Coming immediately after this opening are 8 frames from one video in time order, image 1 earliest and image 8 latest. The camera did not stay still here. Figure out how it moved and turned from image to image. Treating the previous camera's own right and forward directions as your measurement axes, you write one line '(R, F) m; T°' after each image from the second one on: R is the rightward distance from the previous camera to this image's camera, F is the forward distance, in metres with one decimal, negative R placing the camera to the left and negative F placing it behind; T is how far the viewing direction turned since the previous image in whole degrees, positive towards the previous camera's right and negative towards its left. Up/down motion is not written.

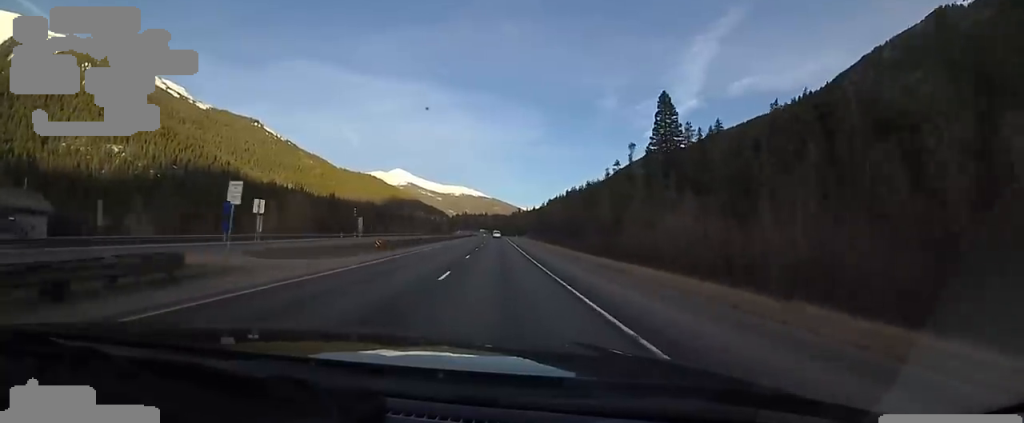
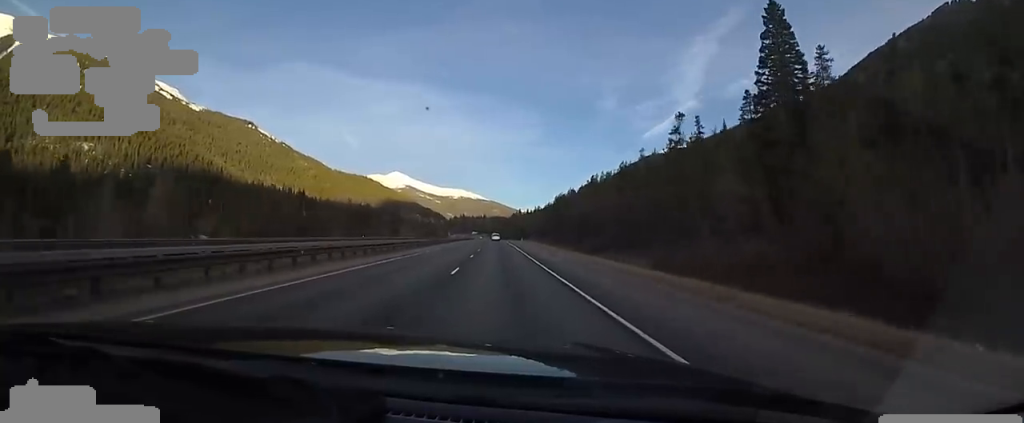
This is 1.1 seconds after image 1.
(-0.8, +34.0) m; 0°
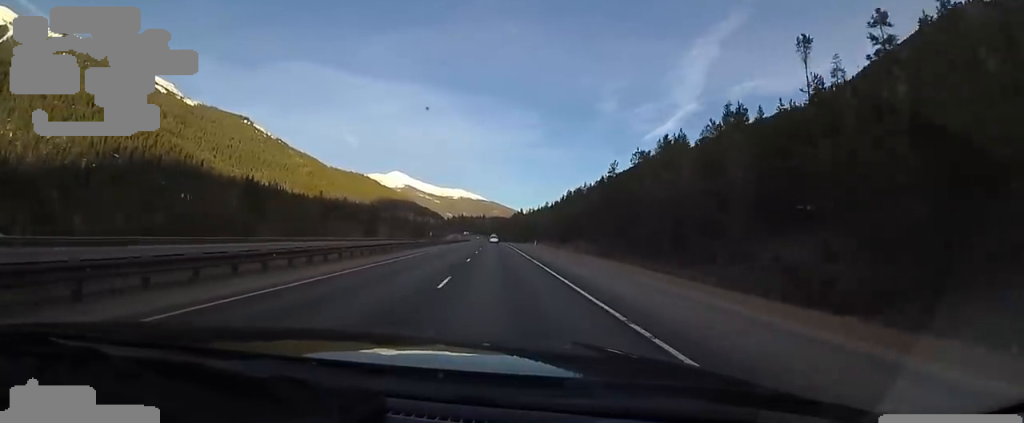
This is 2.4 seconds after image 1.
(+1.1, +40.3) m; 0°
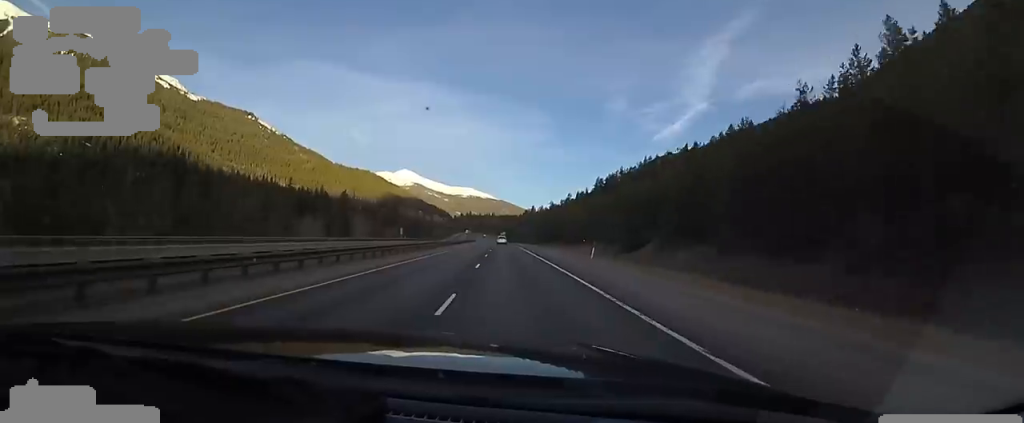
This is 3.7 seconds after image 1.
(-1.7, +40.7) m; -1°
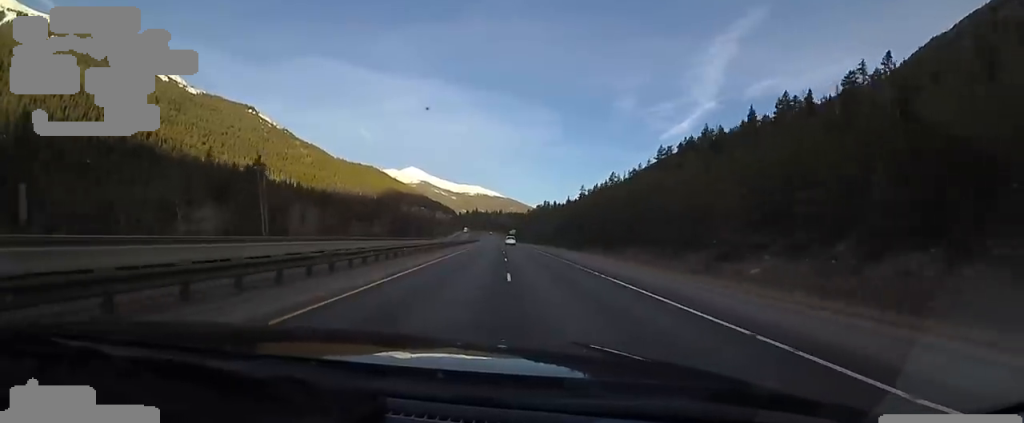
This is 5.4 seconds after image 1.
(+2.0, +54.7) m; +1°
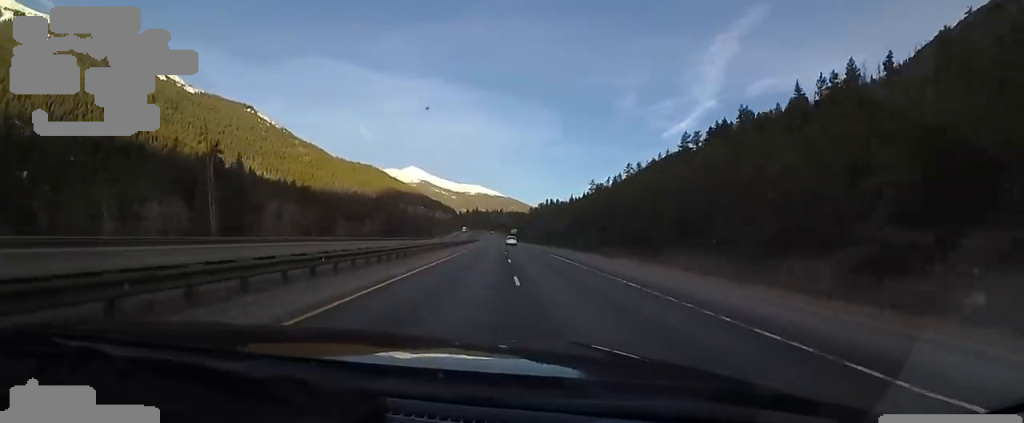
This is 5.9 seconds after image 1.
(-0.6, +13.7) m; -1°
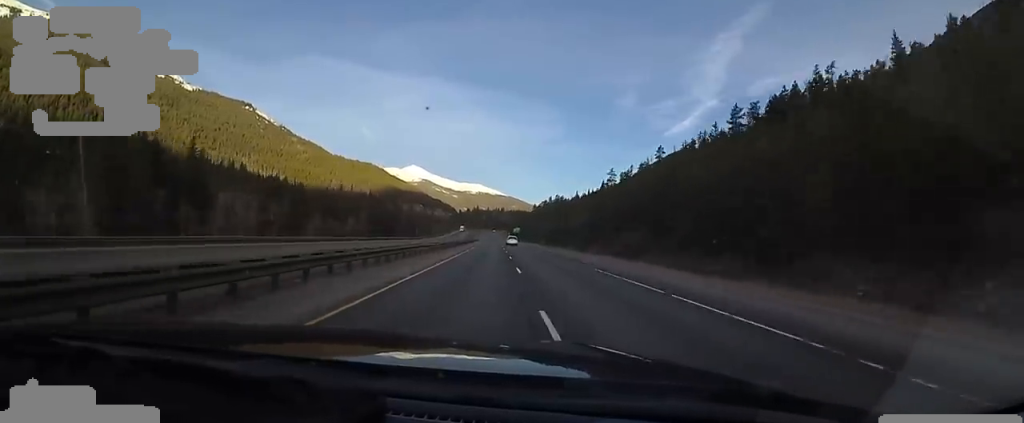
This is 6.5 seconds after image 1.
(-0.4, +19.9) m; -1°
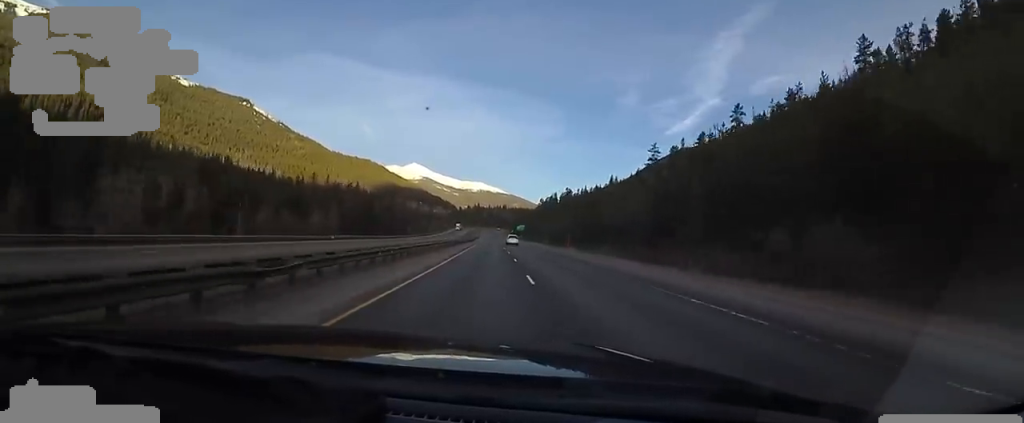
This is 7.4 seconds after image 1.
(0.0, +28.1) m; 0°
